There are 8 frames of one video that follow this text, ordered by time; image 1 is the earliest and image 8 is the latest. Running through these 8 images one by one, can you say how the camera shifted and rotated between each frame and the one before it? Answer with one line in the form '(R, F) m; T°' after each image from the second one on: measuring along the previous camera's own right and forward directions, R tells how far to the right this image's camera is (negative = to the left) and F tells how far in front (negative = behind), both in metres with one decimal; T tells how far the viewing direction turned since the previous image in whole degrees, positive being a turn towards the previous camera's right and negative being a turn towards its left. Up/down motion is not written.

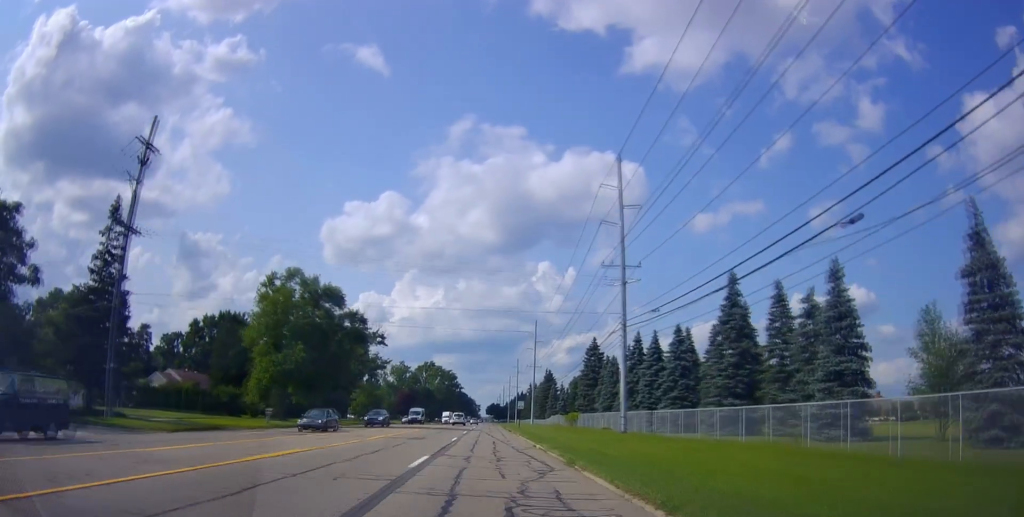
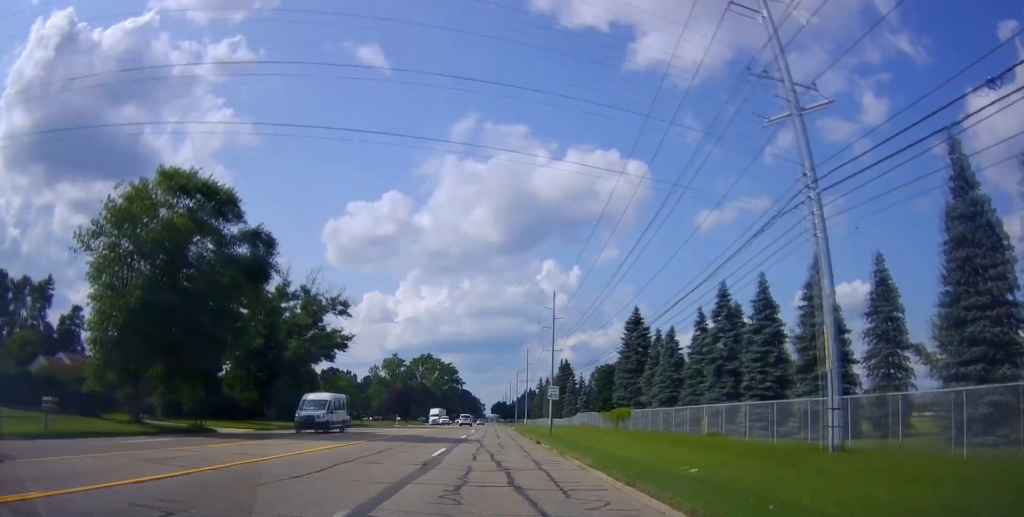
(+0.2, +26.9) m; +1°
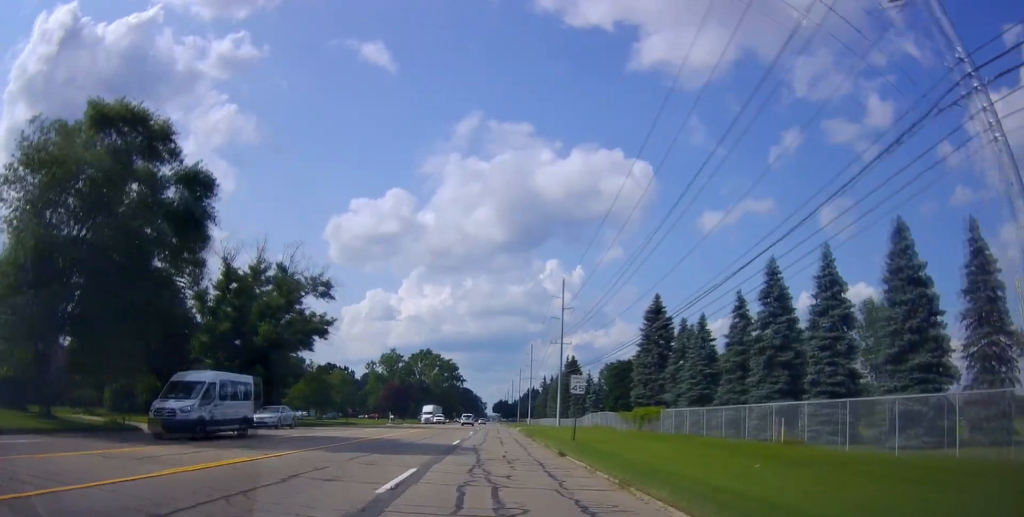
(0.0, +8.8) m; -1°
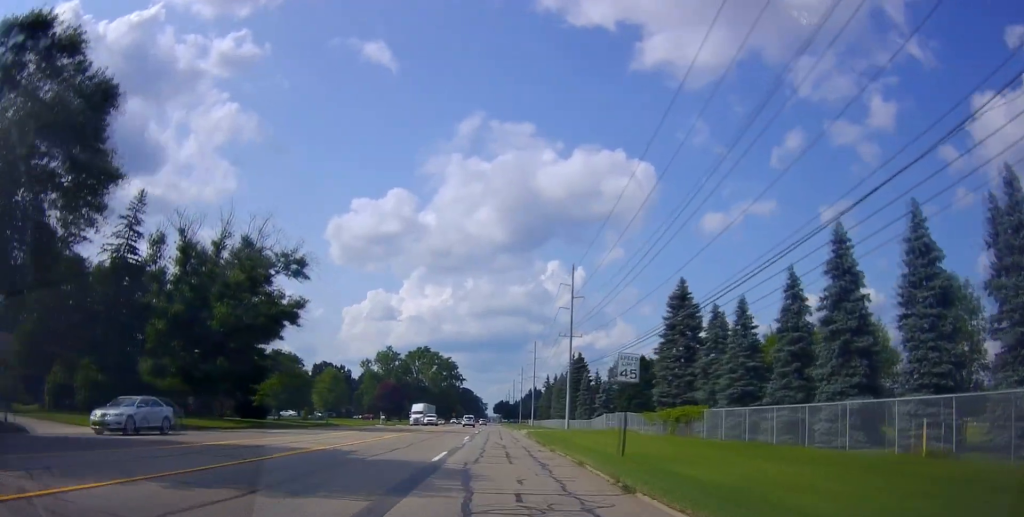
(0.0, +8.9) m; -1°
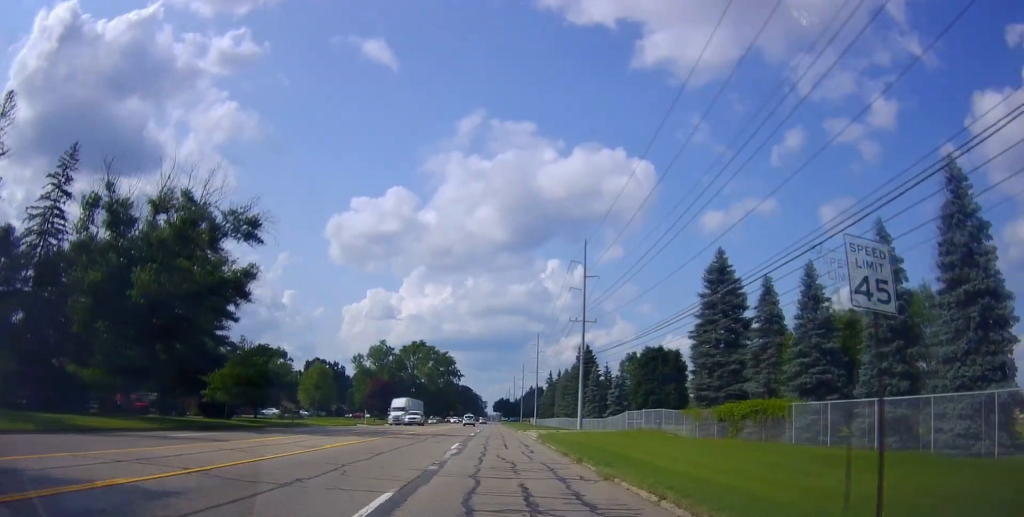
(-0.5, +11.0) m; 0°
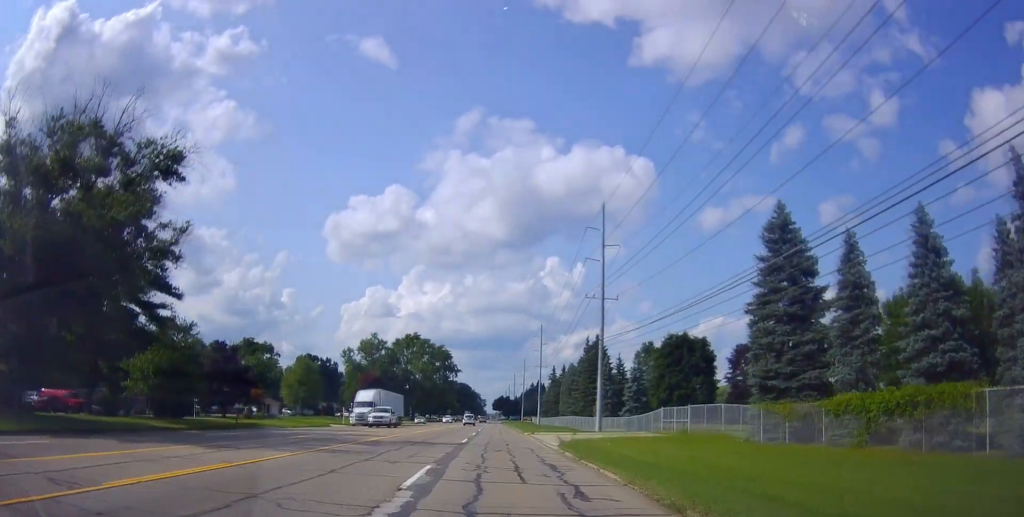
(+0.2, +11.8) m; +1°
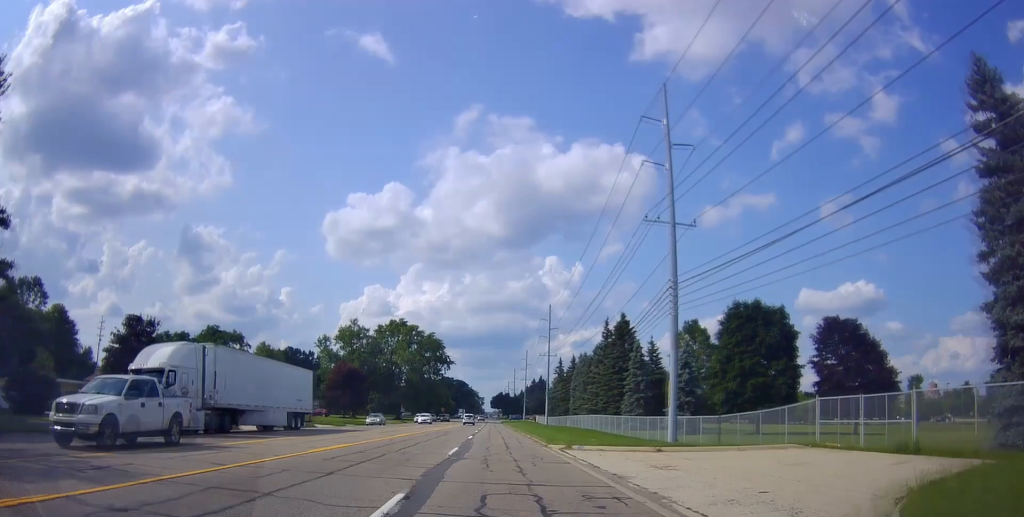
(+0.6, +22.3) m; 0°
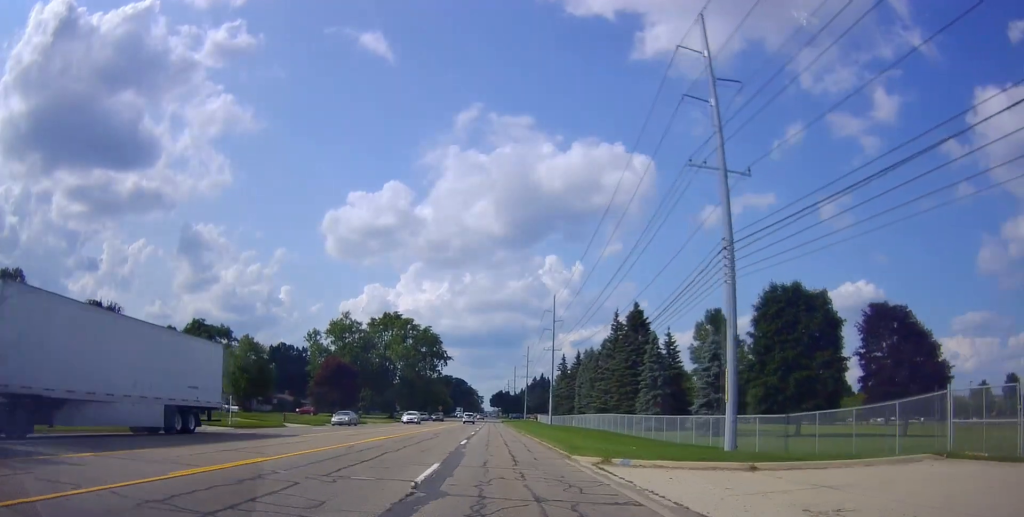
(0.0, +7.9) m; -1°
